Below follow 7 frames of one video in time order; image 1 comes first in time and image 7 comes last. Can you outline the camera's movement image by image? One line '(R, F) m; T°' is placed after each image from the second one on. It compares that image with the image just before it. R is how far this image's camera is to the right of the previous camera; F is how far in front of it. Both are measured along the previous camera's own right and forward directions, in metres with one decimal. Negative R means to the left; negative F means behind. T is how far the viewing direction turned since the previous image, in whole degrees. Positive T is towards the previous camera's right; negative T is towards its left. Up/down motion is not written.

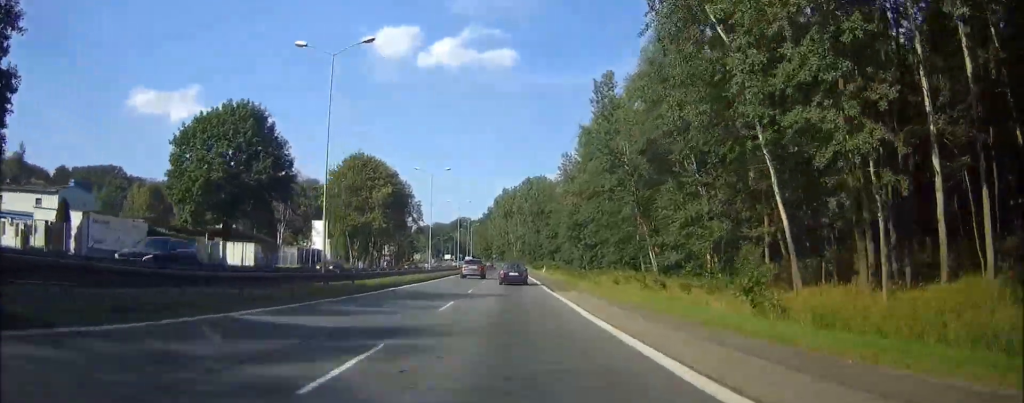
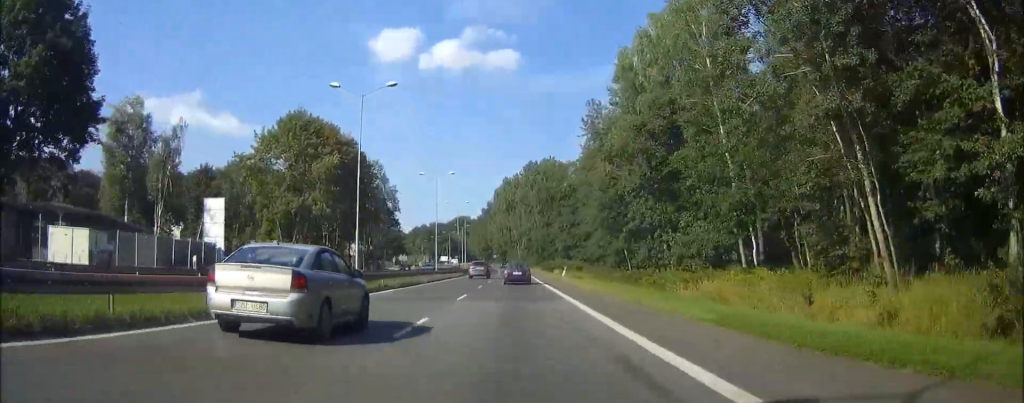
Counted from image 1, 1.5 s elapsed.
(+0.1, +34.3) m; 0°
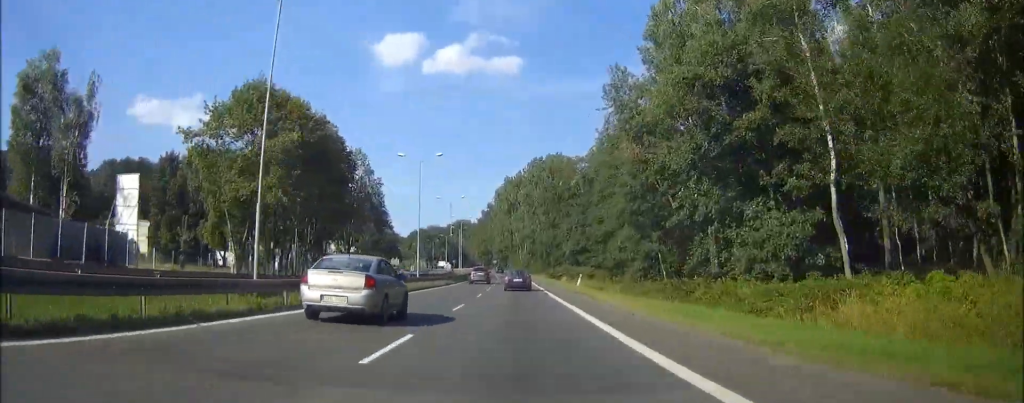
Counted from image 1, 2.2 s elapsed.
(-0.1, +14.8) m; 0°
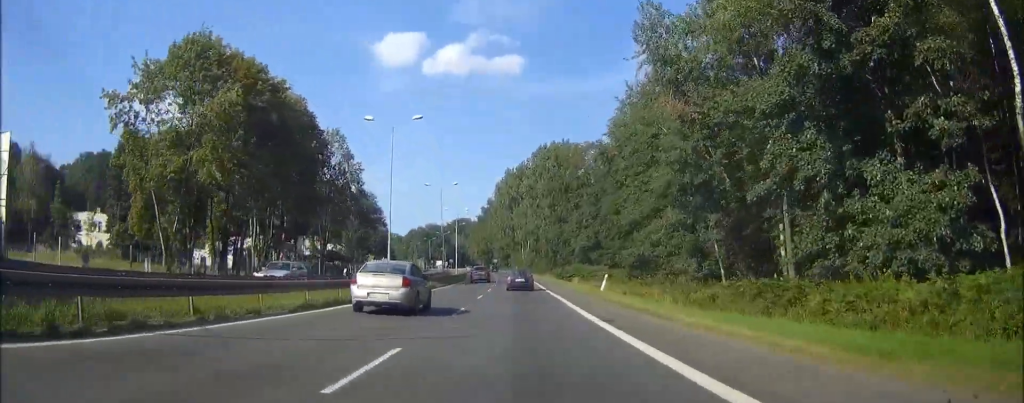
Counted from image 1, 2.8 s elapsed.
(0.0, +14.1) m; 0°
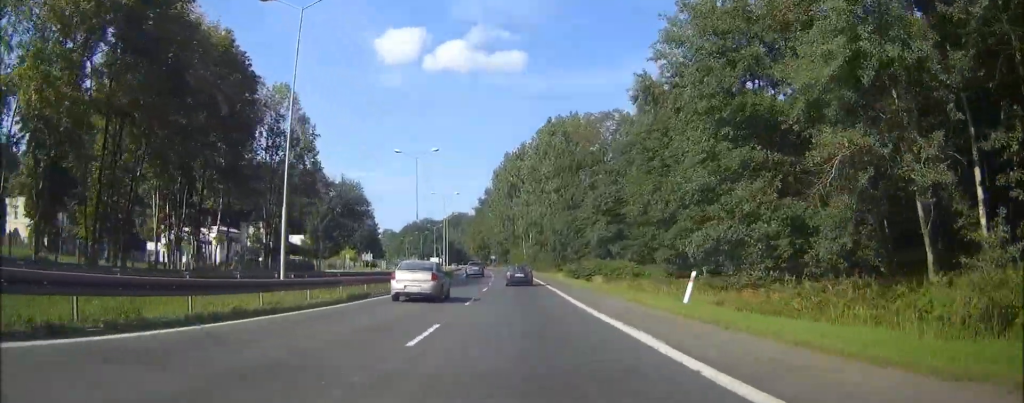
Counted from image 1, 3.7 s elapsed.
(0.0, +20.0) m; 0°
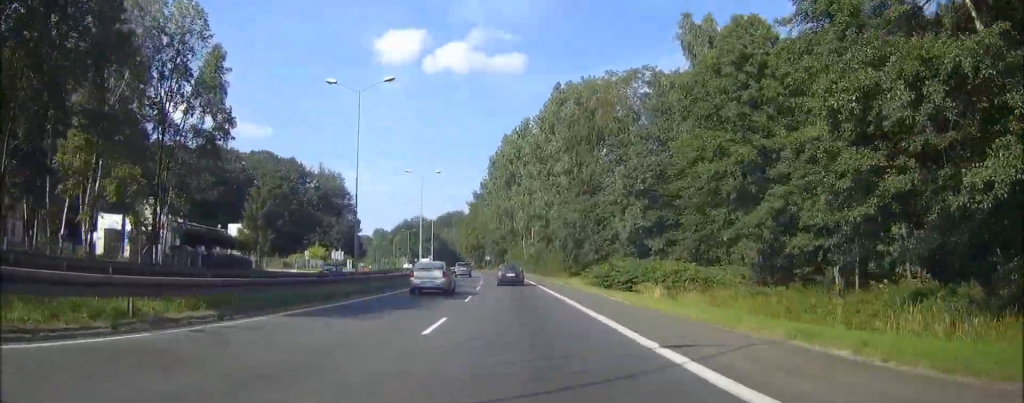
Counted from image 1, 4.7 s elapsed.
(-0.1, +22.1) m; 0°
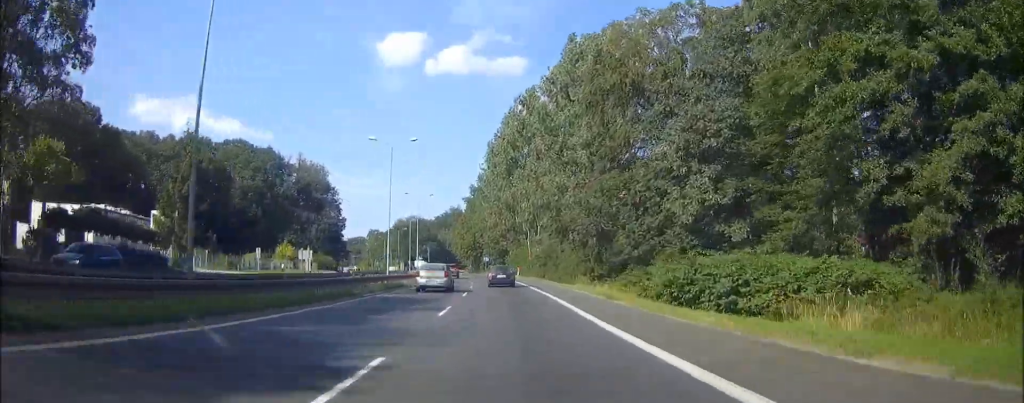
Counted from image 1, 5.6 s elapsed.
(+0.1, +19.0) m; 0°
